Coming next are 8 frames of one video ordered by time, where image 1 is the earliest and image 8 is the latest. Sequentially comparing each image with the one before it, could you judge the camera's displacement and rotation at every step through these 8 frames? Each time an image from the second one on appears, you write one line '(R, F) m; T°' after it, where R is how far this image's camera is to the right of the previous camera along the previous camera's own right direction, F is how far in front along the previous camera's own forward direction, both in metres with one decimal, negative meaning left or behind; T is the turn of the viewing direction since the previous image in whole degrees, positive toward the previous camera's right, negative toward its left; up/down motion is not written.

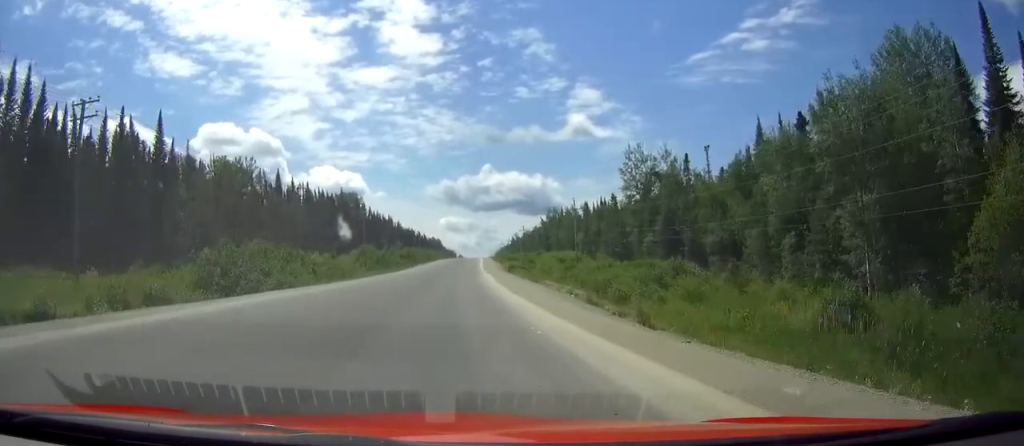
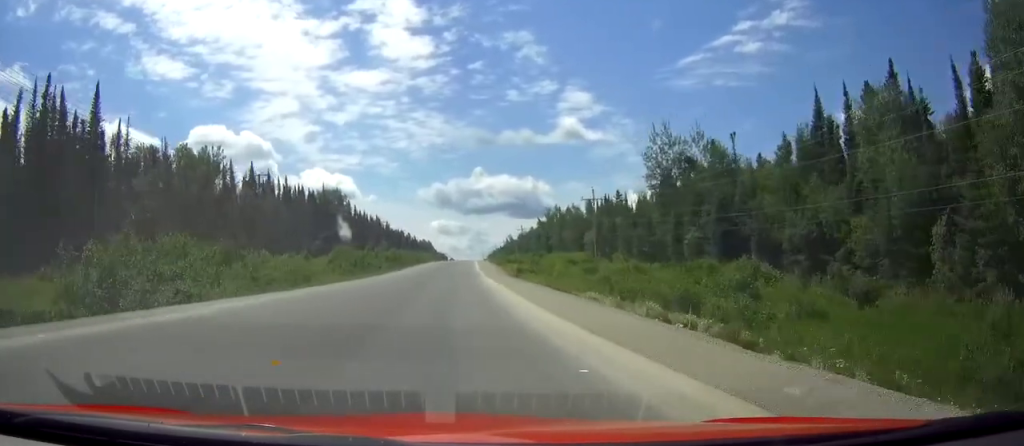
(+0.1, +15.4) m; +1°
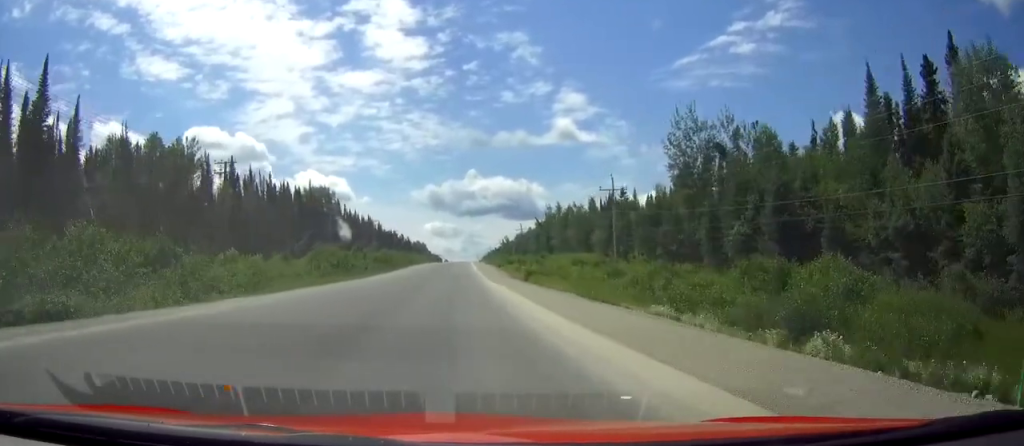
(+0.2, +10.3) m; +1°
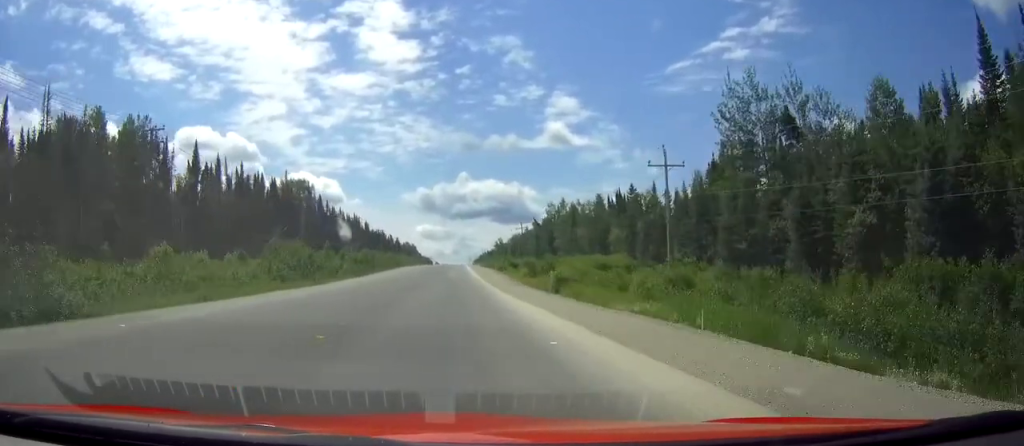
(+0.1, +16.3) m; +1°
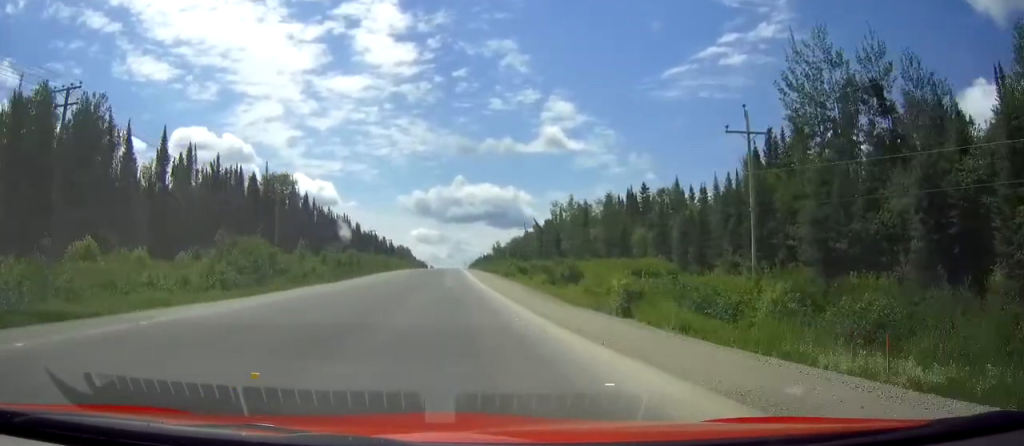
(+0.1, +12.9) m; 0°
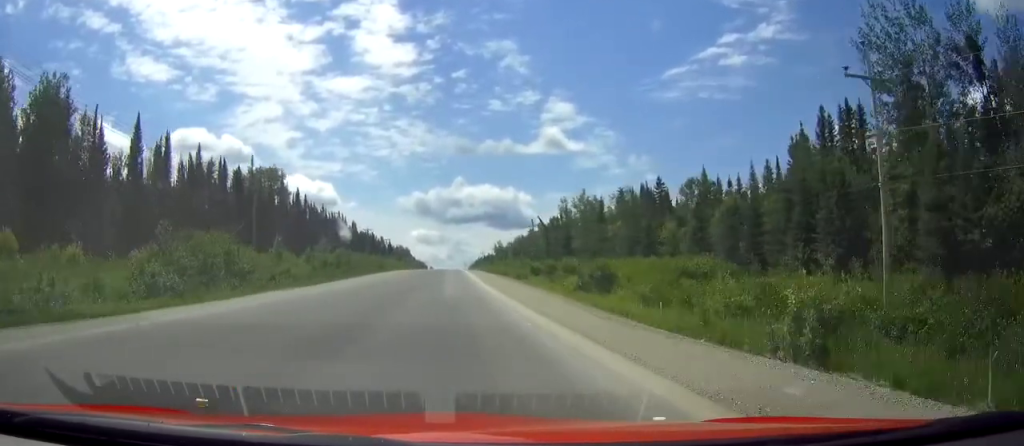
(0.0, +10.3) m; 0°
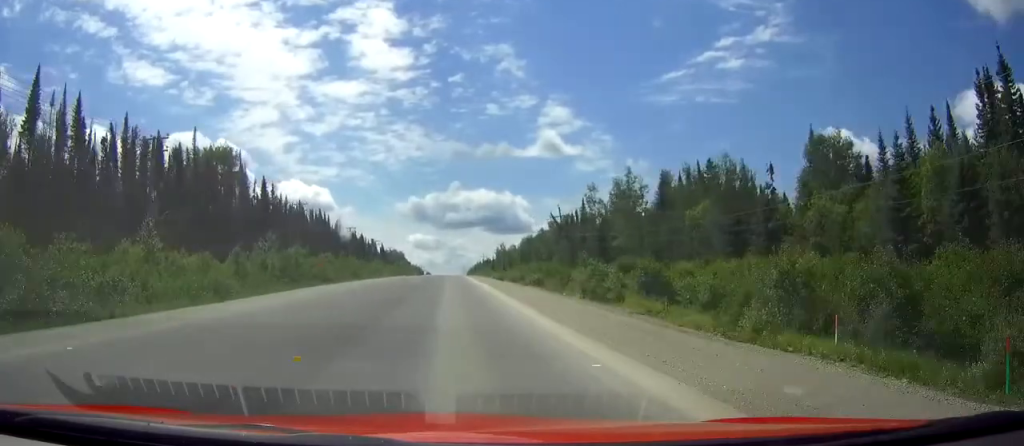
(+0.1, +28.3) m; 0°
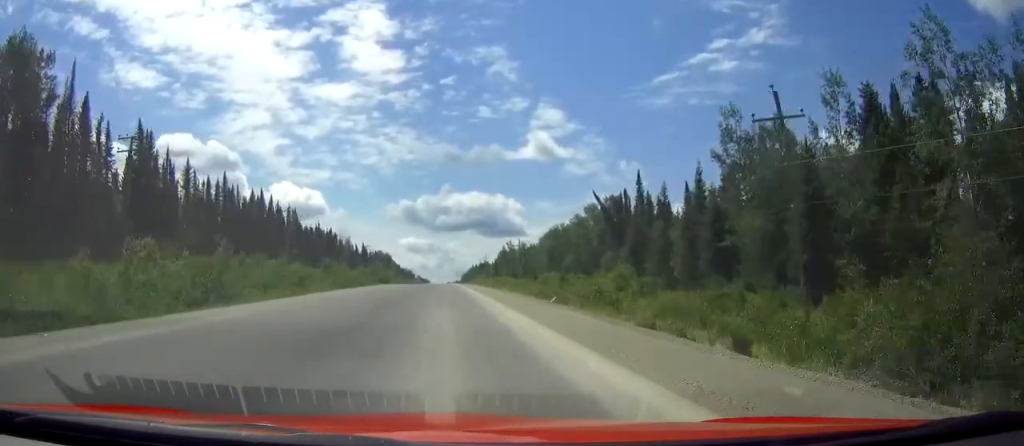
(+0.4, +55.7) m; +1°
